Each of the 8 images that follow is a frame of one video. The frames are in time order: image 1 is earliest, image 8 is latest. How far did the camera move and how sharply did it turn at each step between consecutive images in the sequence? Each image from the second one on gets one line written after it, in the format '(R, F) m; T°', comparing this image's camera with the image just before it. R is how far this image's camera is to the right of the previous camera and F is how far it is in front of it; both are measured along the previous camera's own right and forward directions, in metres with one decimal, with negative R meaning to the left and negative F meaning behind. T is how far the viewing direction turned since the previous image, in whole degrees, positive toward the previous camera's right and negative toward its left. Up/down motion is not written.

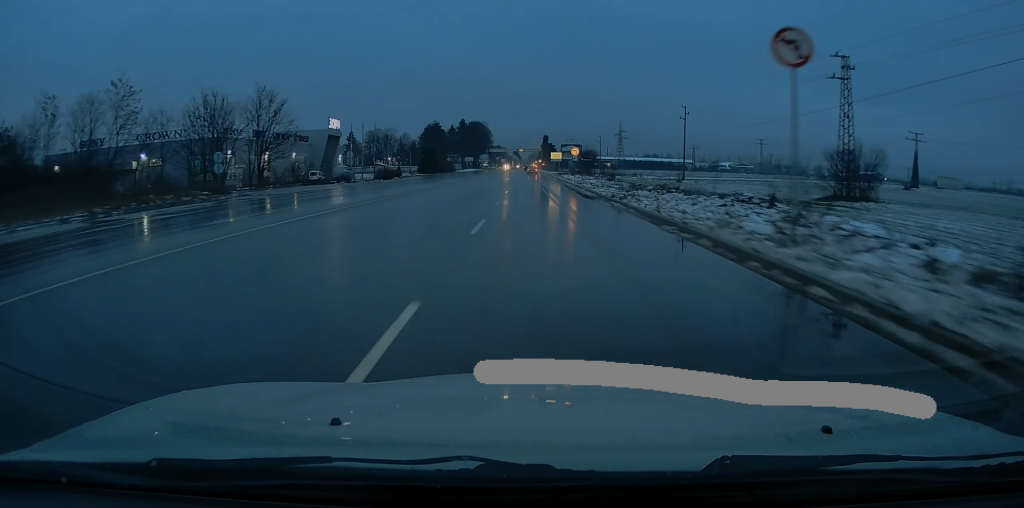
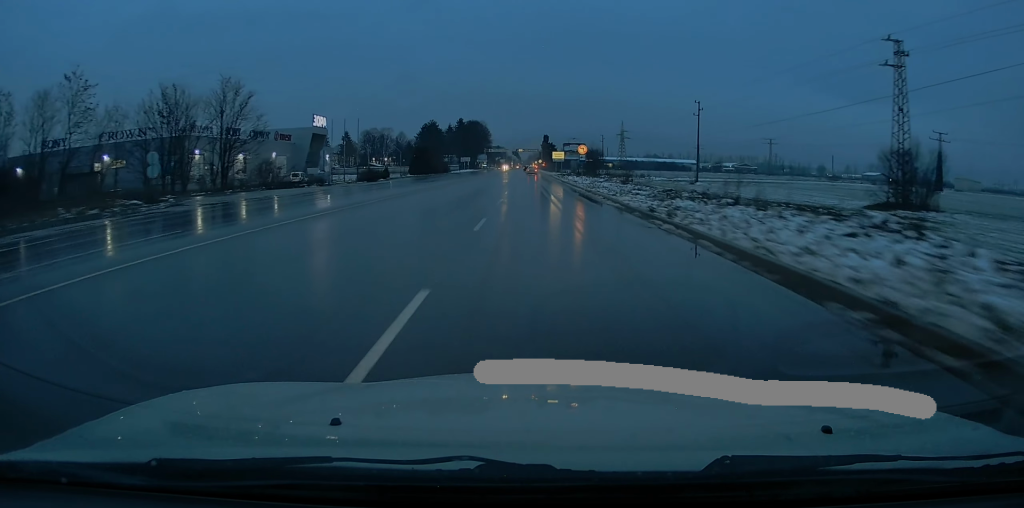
(0.0, +8.2) m; 0°
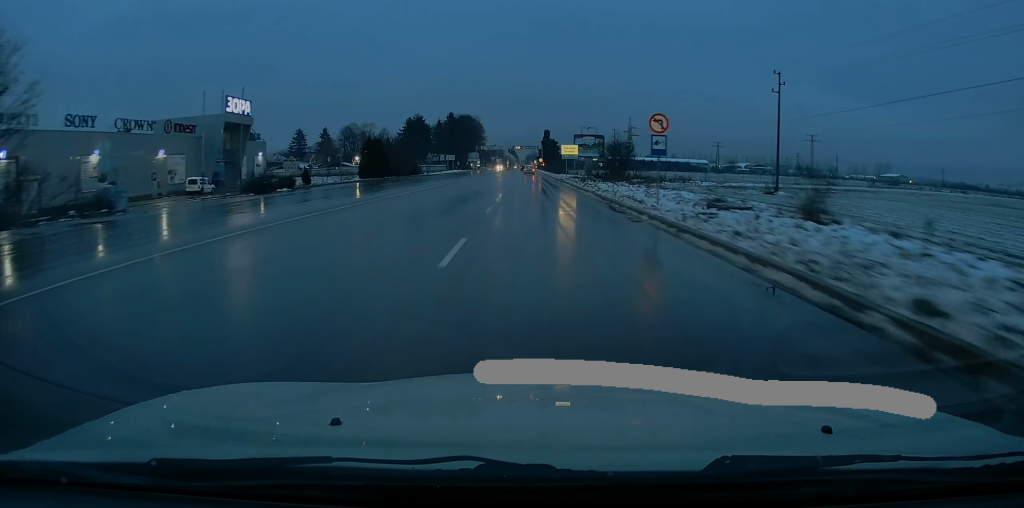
(-0.3, +30.5) m; -1°
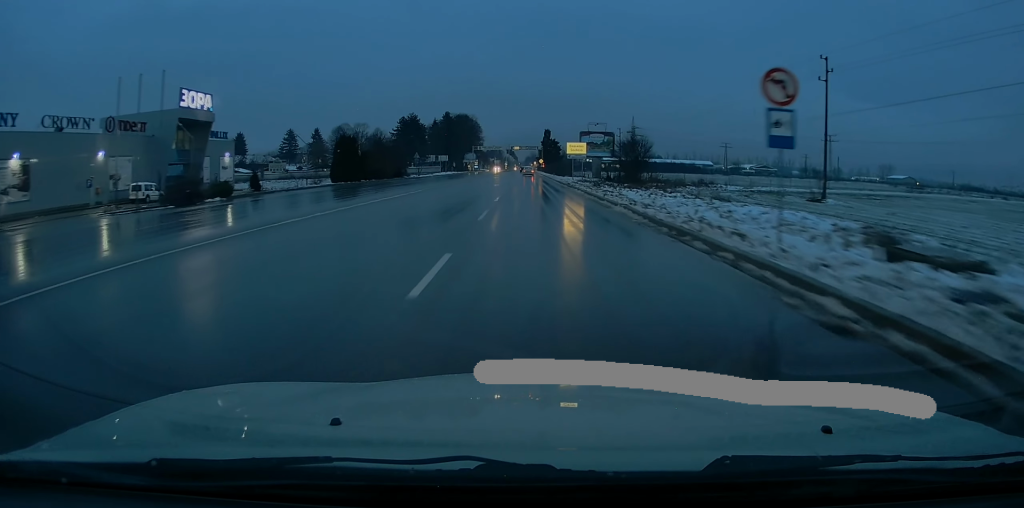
(0.0, +10.5) m; +1°
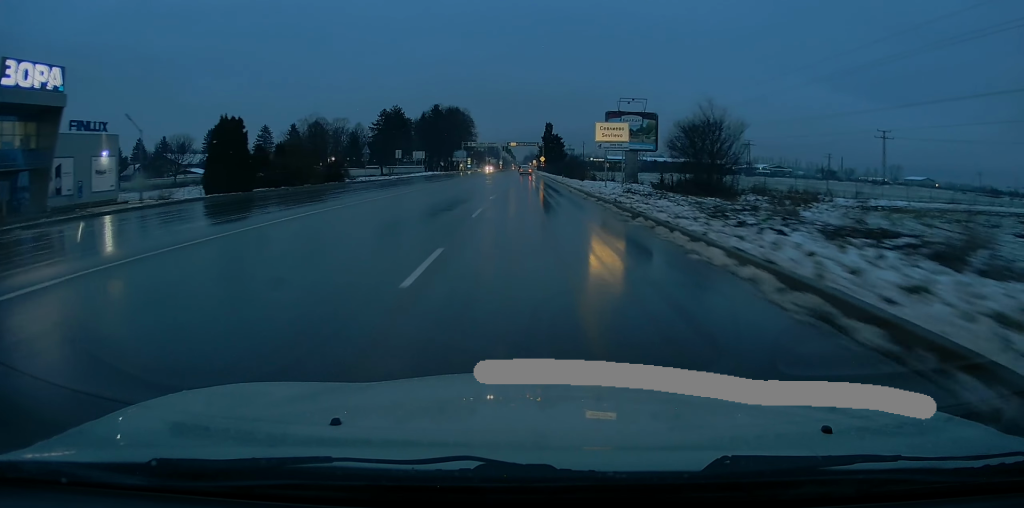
(+0.6, +25.7) m; 0°
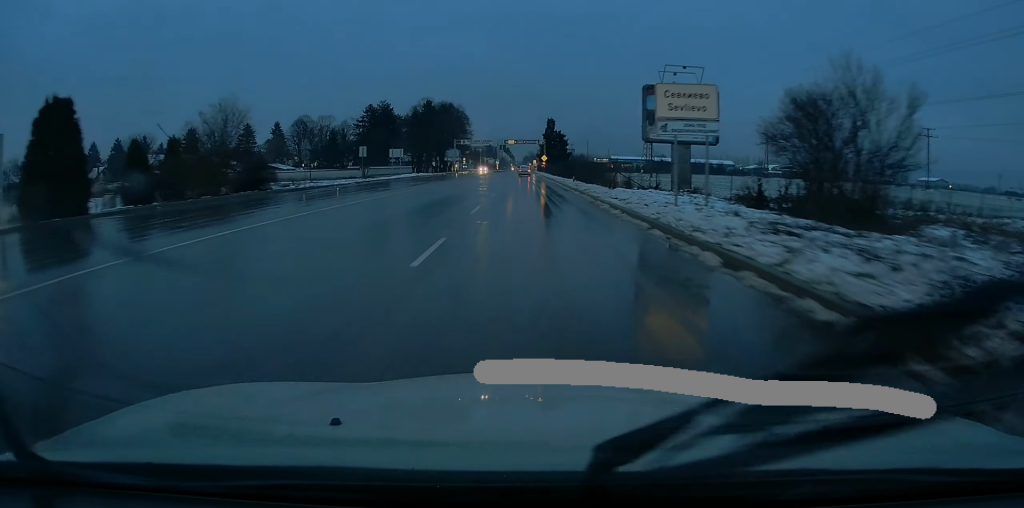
(-0.3, +16.2) m; -1°
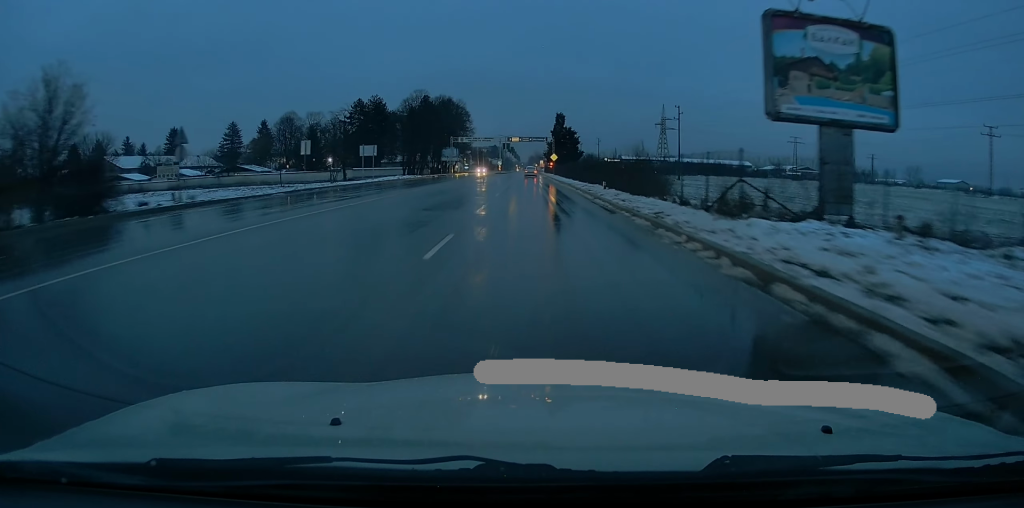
(0.0, +16.9) m; +1°
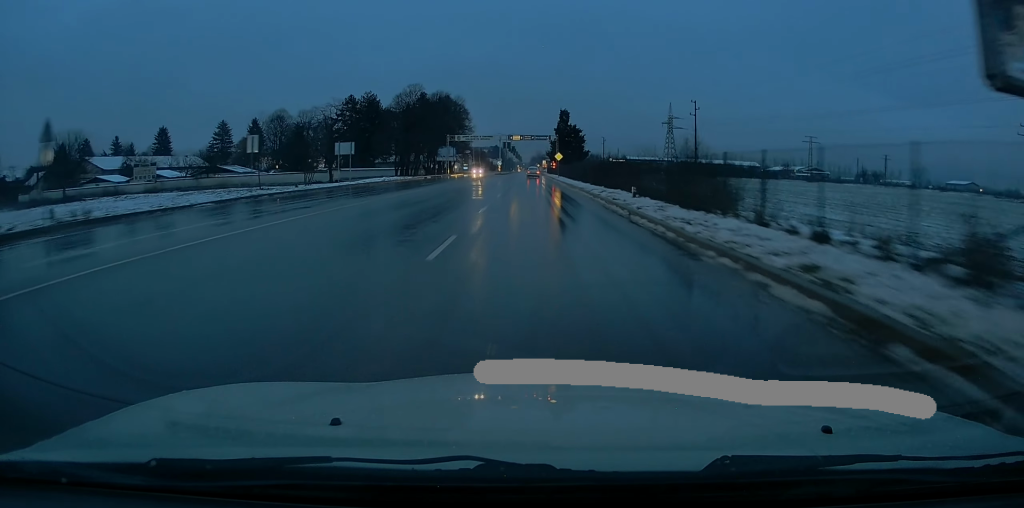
(+0.1, +8.8) m; 0°
